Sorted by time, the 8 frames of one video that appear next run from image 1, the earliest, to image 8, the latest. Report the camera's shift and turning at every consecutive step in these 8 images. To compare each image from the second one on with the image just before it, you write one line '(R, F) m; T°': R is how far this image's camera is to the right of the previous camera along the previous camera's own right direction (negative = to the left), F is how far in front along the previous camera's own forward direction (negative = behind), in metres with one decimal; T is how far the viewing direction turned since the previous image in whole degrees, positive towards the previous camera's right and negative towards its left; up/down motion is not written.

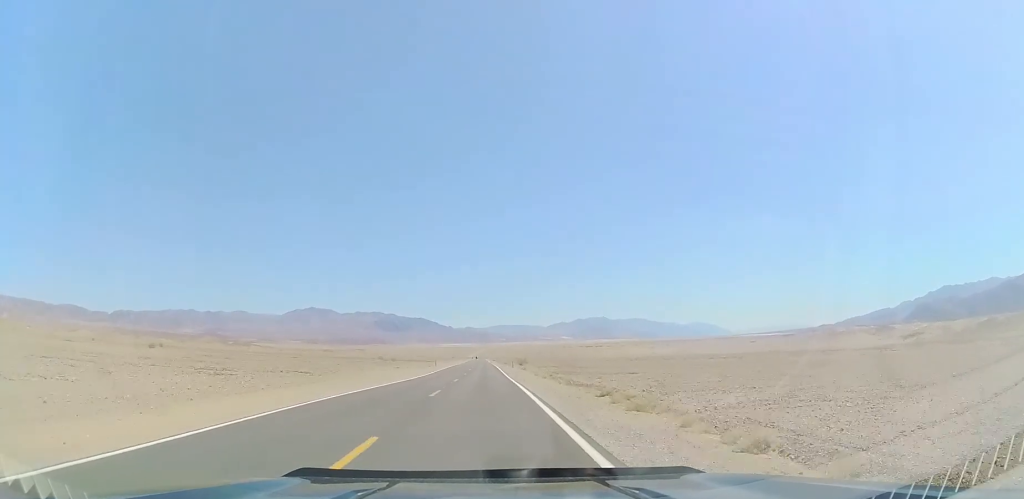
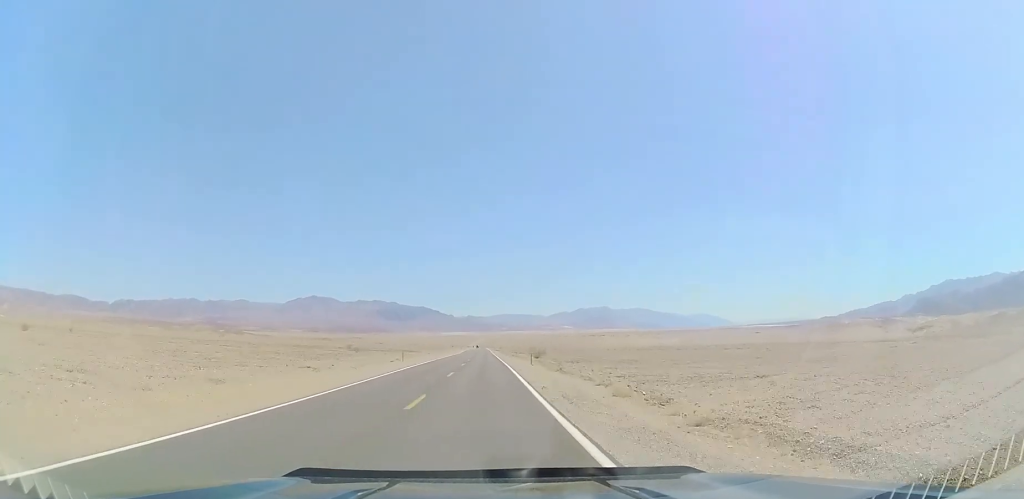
(+0.3, +35.9) m; 0°
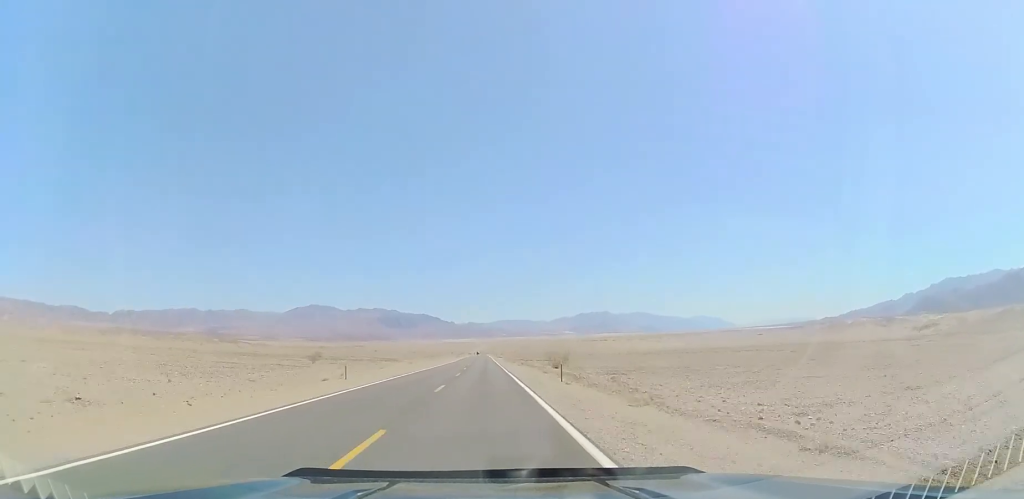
(-0.2, +22.1) m; 0°
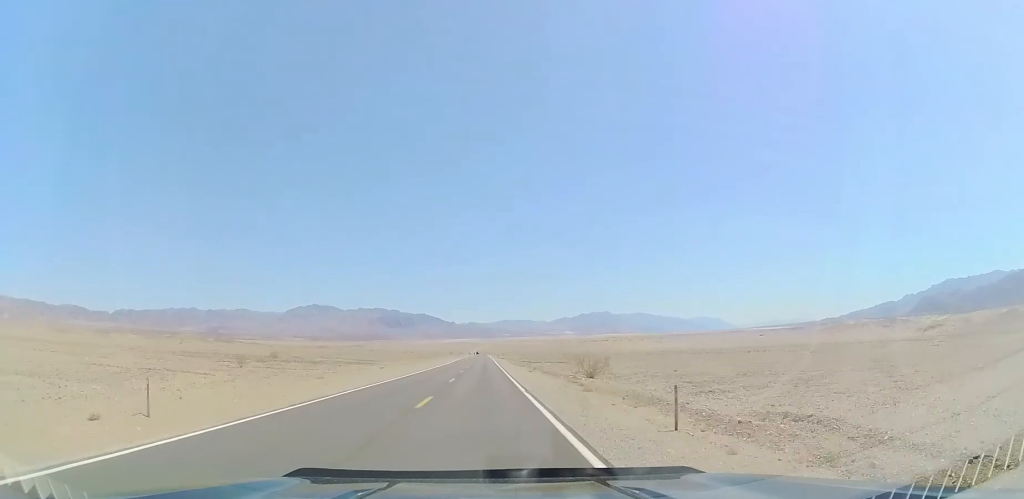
(0.0, +19.9) m; 0°
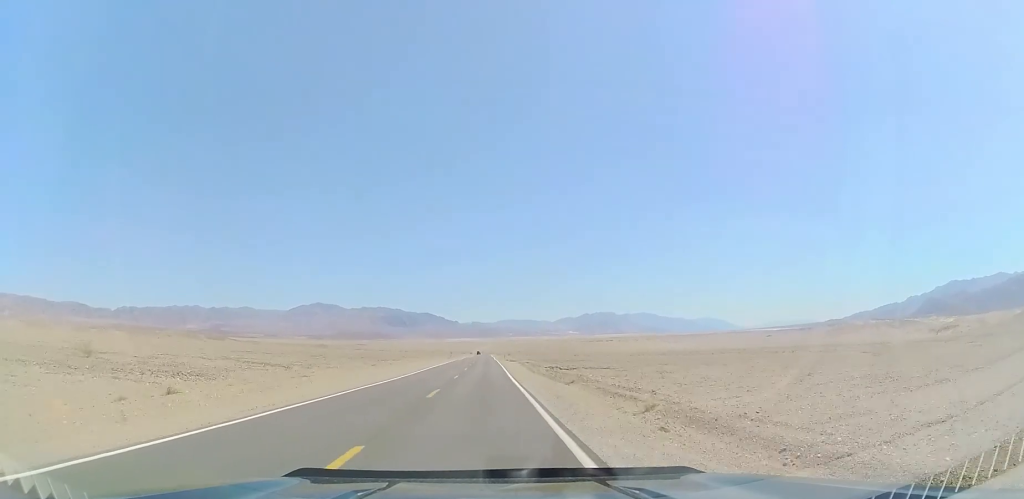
(0.0, +39.9) m; 0°
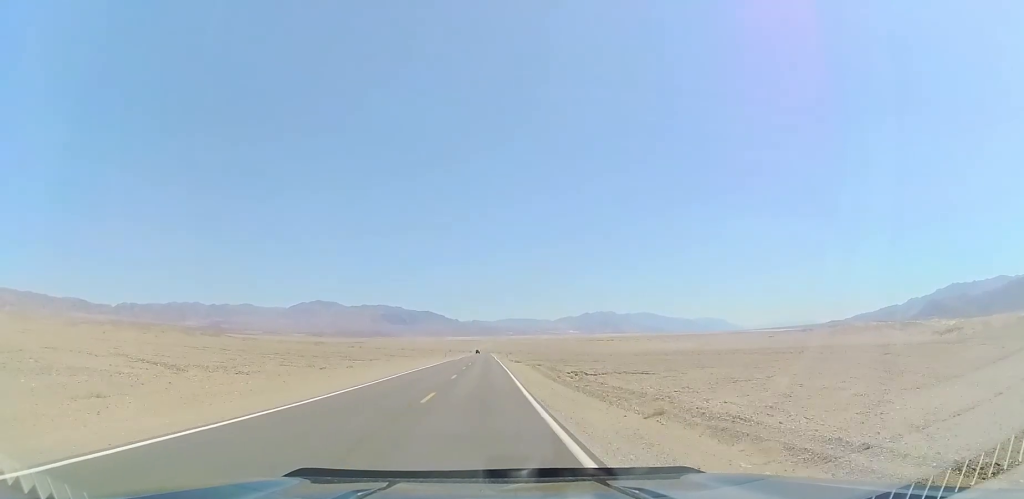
(0.0, +16.8) m; 0°
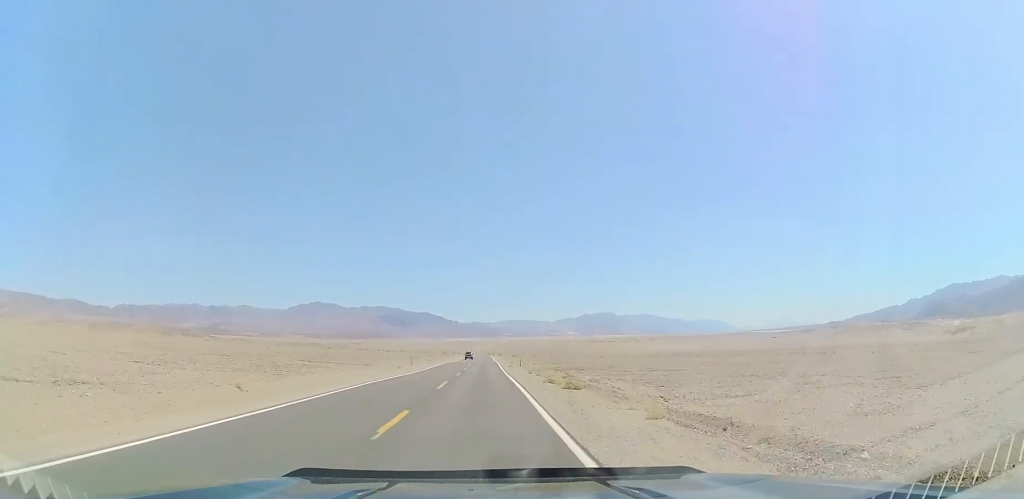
(0.0, +50.4) m; 0°
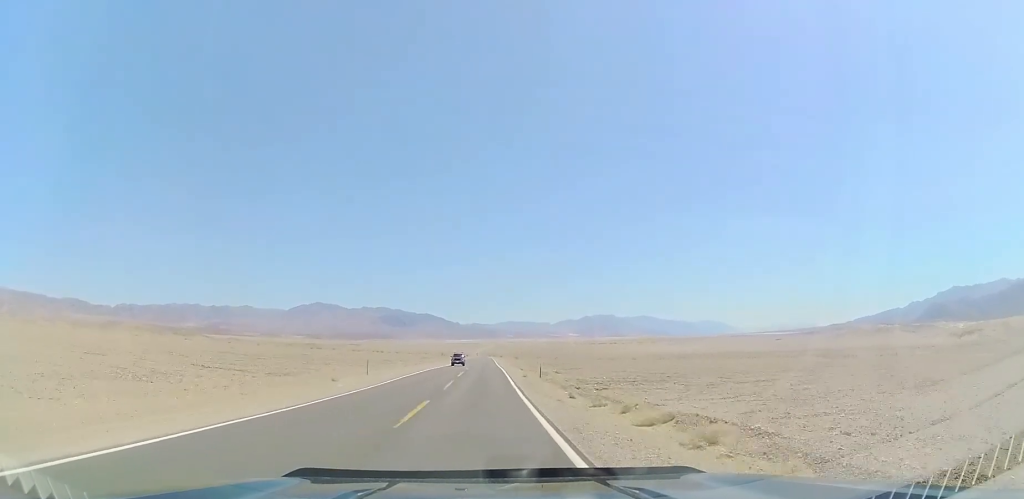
(0.0, +24.2) m; 0°
